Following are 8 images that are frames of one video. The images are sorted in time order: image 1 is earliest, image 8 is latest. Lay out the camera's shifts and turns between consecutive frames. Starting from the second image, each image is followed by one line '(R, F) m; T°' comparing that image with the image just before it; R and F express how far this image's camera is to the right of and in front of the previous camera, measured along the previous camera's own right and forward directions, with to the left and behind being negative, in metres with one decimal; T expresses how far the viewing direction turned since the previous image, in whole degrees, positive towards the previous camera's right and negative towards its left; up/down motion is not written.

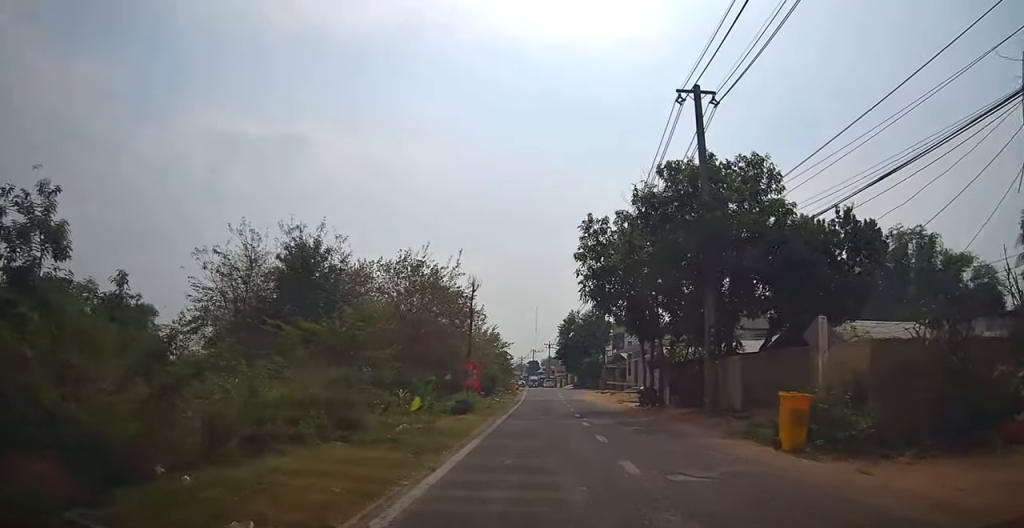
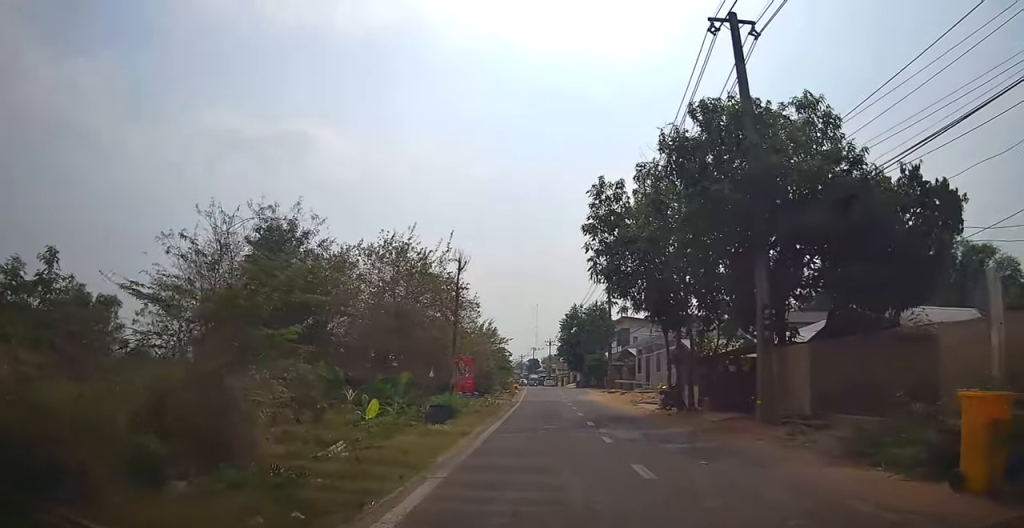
(0.0, +4.6) m; +2°
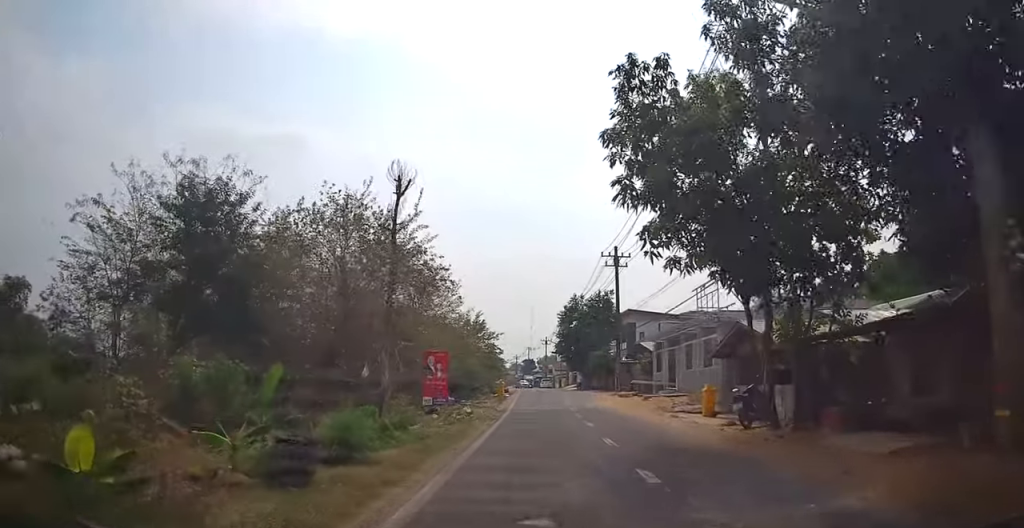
(+0.2, +7.9) m; -2°
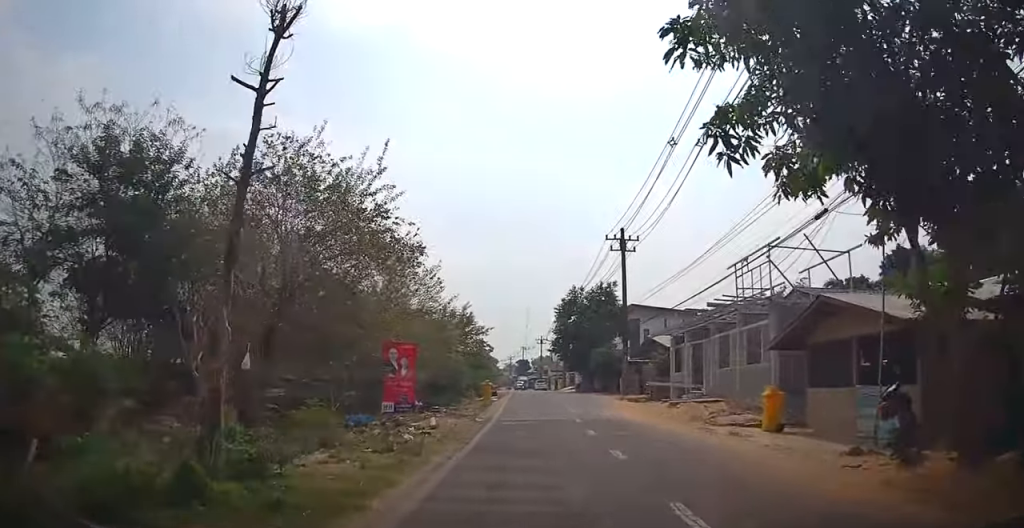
(-0.3, +5.5) m; -3°
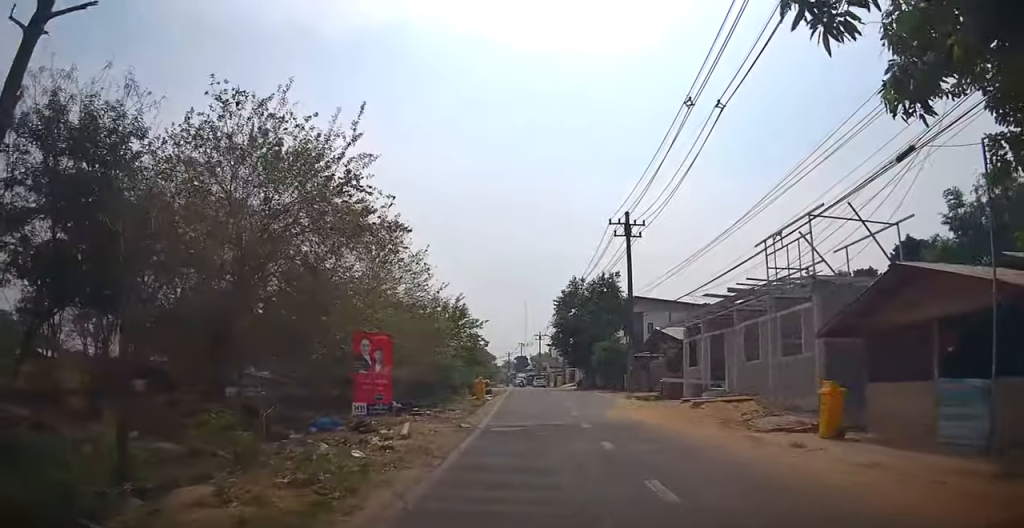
(-0.2, +2.9) m; -1°
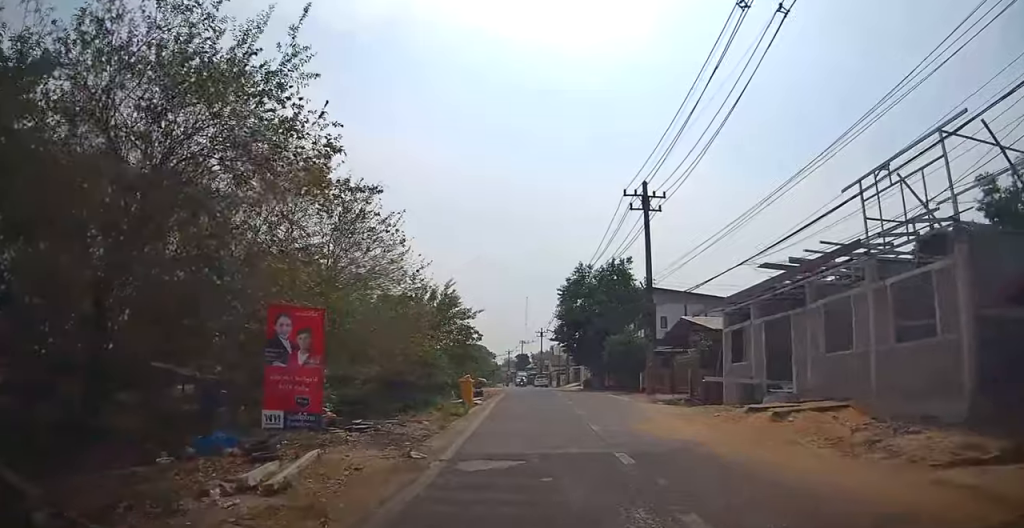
(+0.2, +5.5) m; +1°
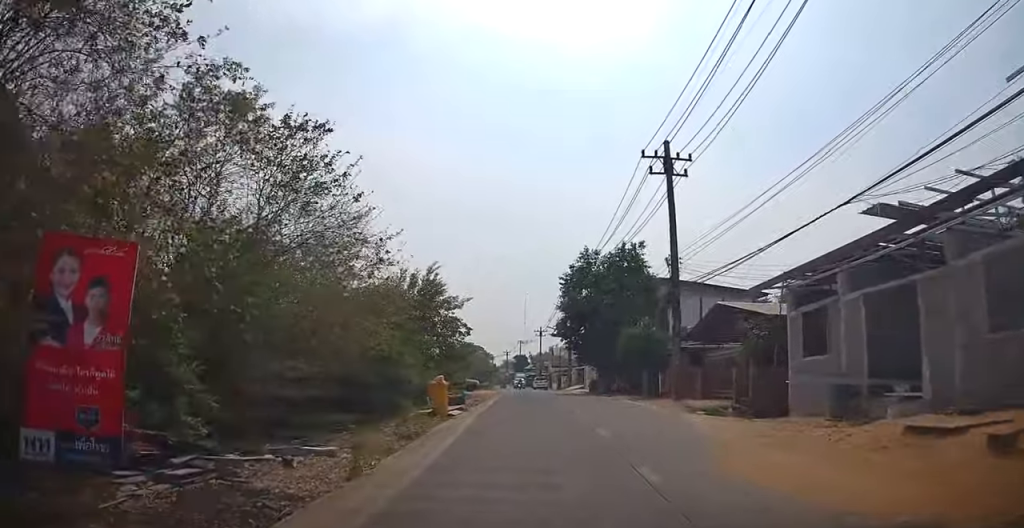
(-0.1, +6.2) m; 0°
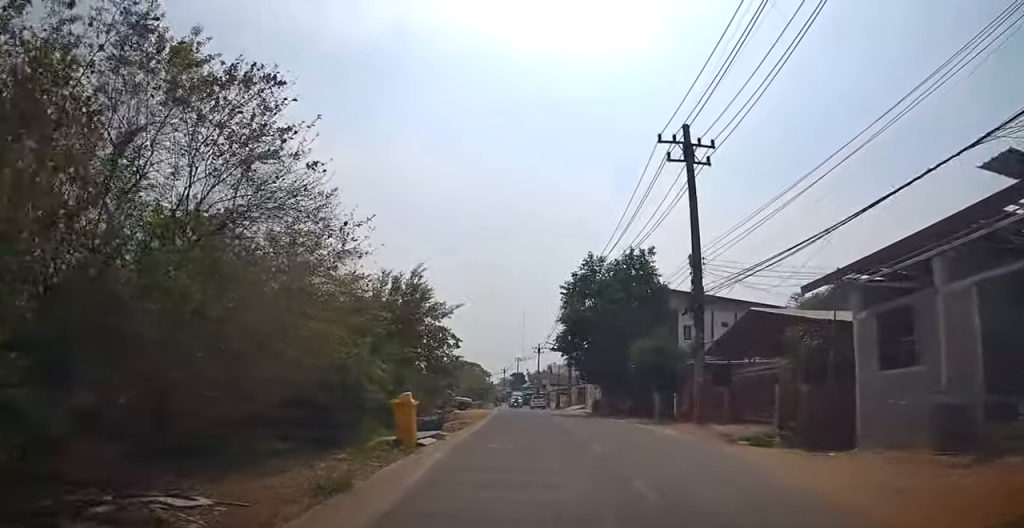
(+0.1, +4.1) m; 0°
